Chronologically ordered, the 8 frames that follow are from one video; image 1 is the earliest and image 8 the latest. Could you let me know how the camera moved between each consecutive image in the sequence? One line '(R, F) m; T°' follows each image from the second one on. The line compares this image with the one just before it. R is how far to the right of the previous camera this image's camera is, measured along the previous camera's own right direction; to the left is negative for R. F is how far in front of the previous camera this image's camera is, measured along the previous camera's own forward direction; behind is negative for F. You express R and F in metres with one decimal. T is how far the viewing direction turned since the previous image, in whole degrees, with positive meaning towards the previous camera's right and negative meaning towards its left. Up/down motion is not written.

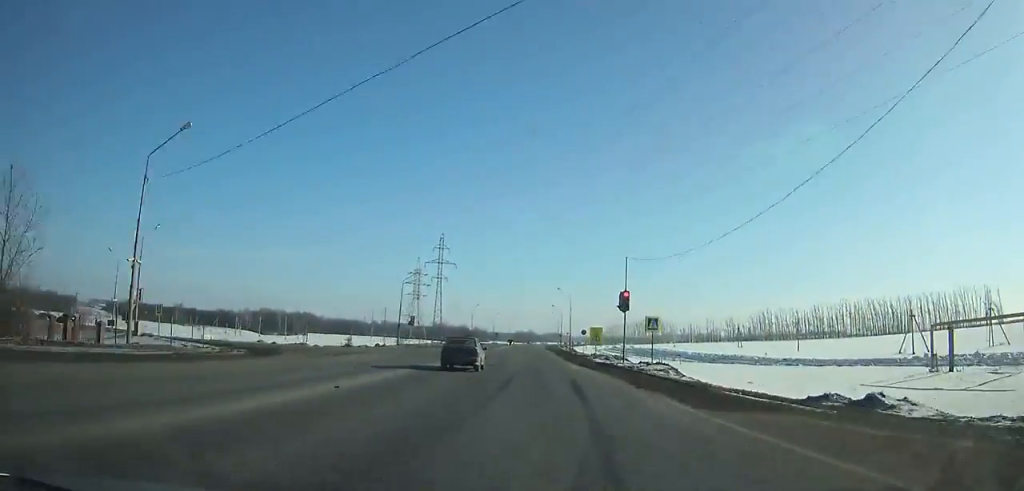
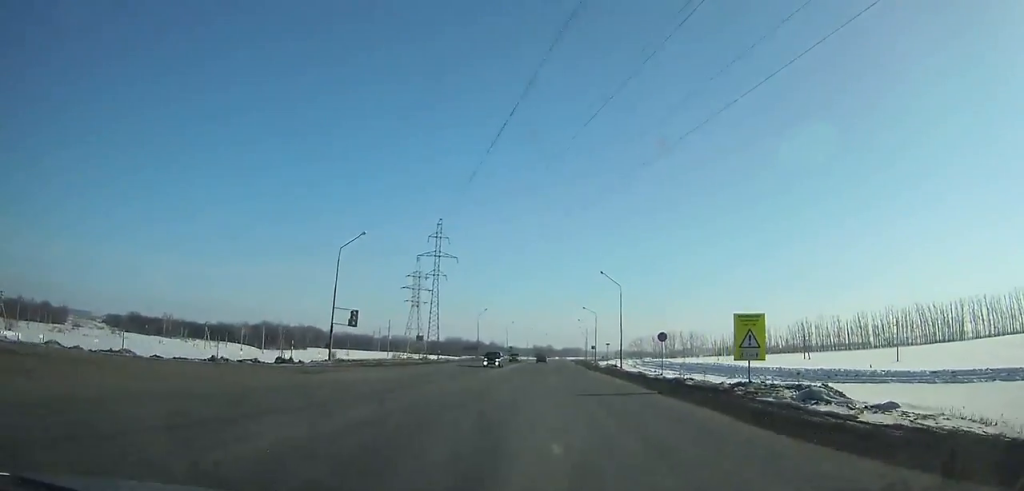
(-0.5, +48.4) m; 0°
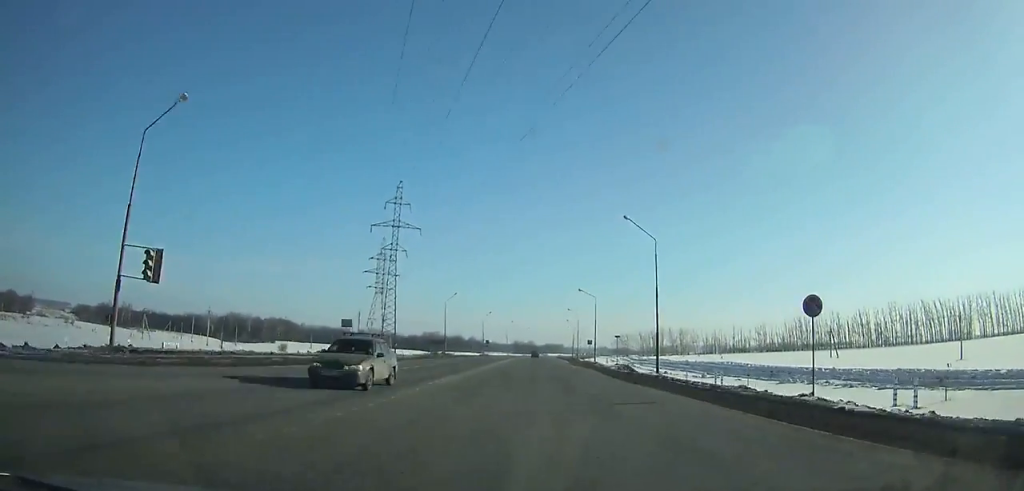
(+0.3, +29.4) m; +1°
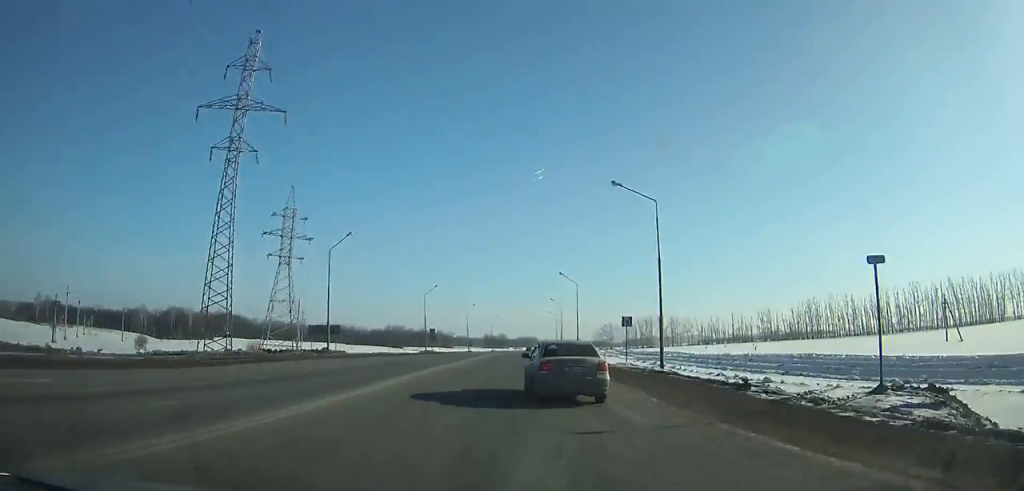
(+0.7, +53.7) m; +1°
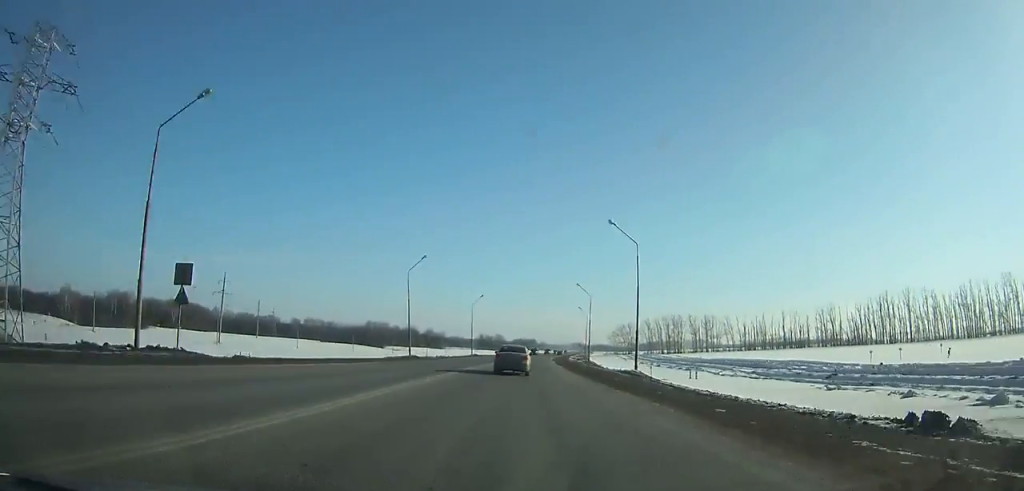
(+0.8, +74.2) m; +2°
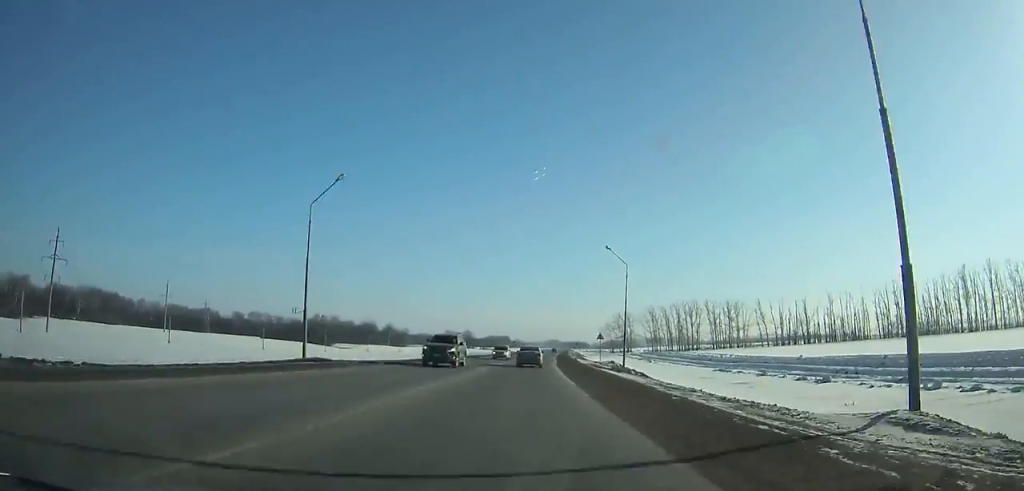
(+1.8, +73.7) m; +3°
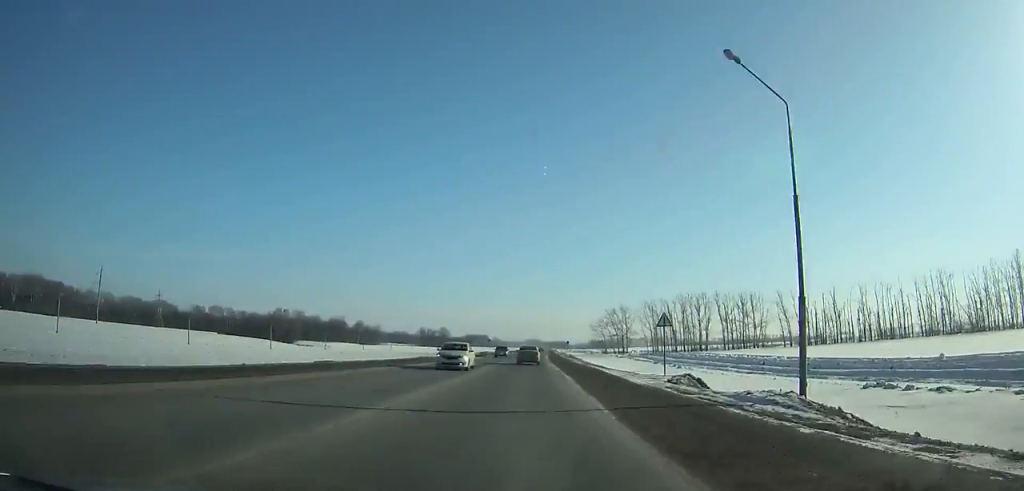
(+0.5, +37.2) m; +1°
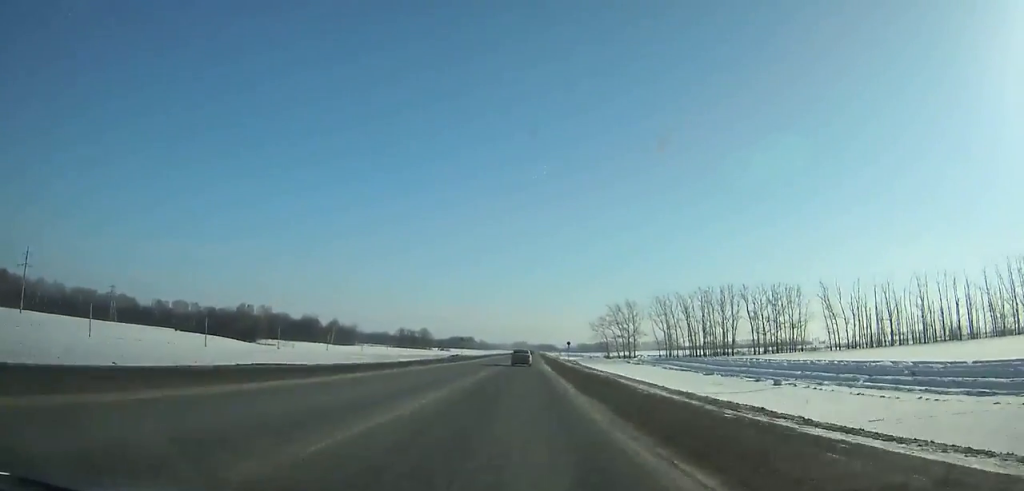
(+0.4, +38.3) m; +1°
